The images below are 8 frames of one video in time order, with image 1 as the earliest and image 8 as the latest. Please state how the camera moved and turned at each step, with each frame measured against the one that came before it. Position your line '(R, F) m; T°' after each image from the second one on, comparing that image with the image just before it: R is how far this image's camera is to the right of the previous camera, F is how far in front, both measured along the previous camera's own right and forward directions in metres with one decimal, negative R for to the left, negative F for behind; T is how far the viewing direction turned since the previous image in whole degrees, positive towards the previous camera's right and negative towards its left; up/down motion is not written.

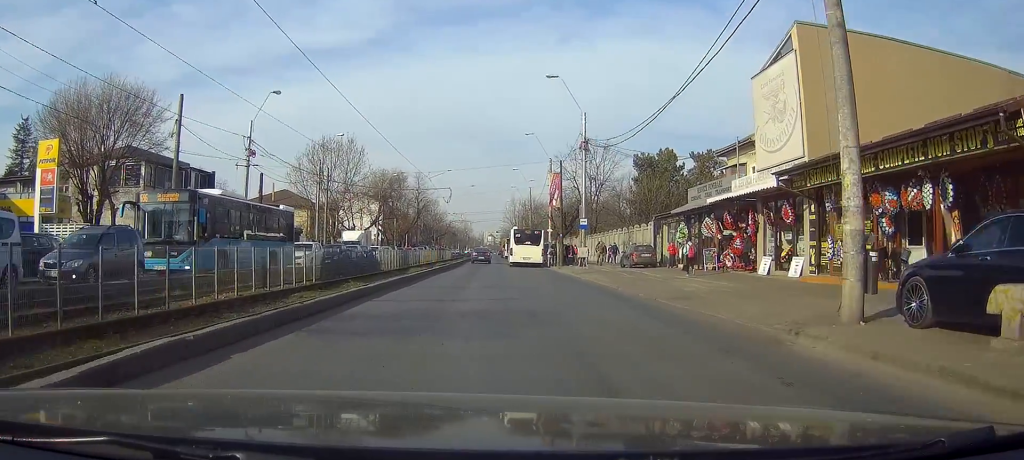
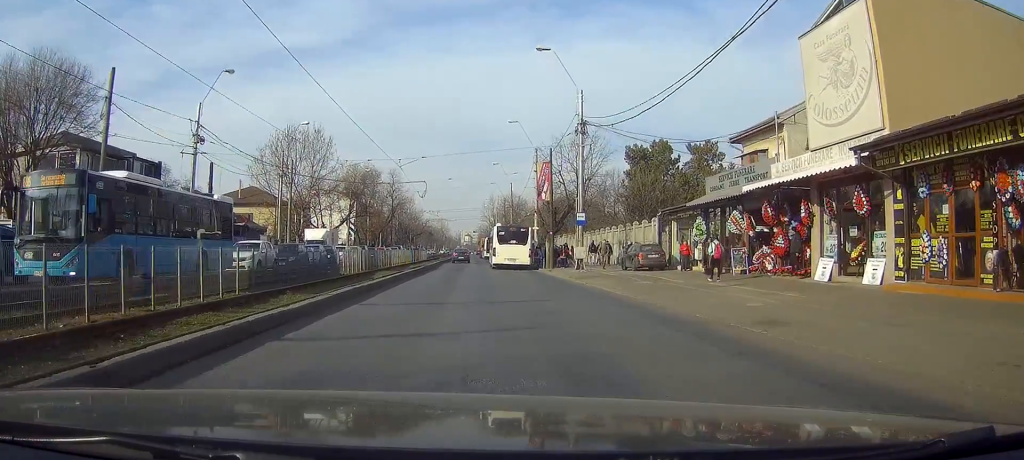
(+0.1, +5.7) m; +1°
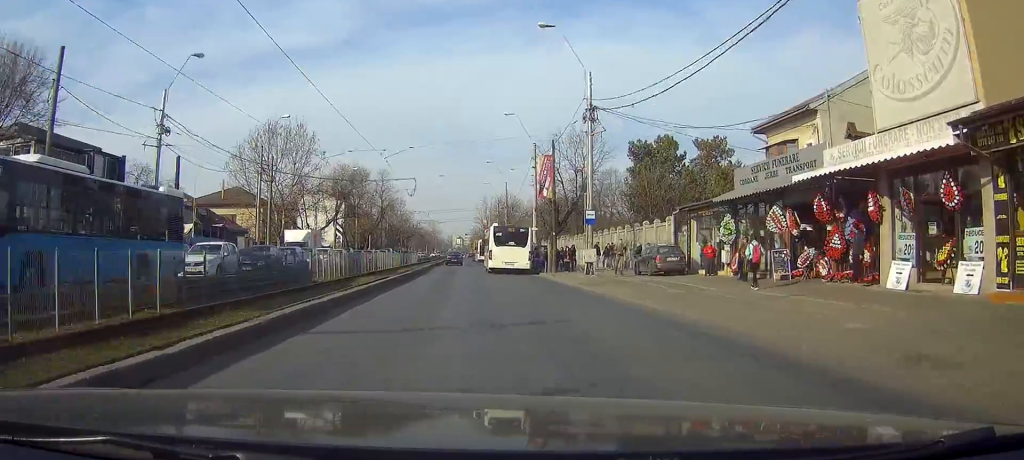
(-0.1, +4.2) m; 0°
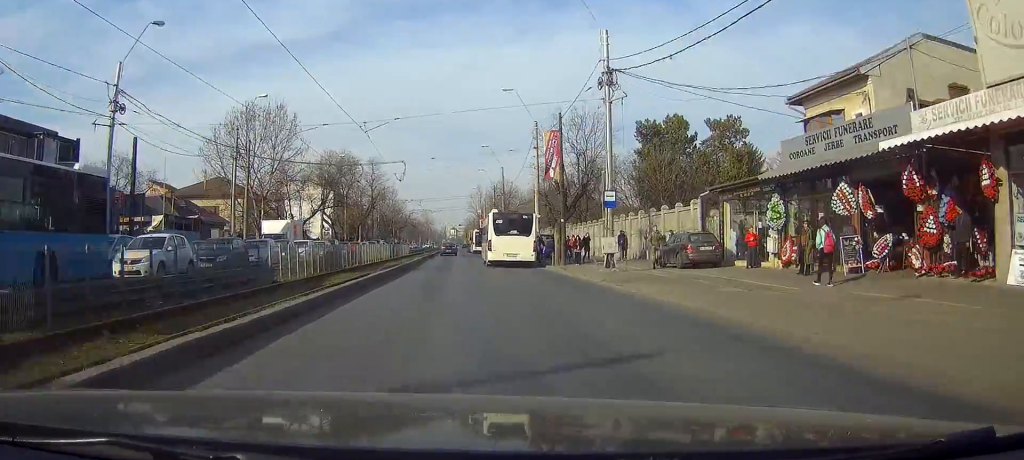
(0.0, +4.9) m; +1°
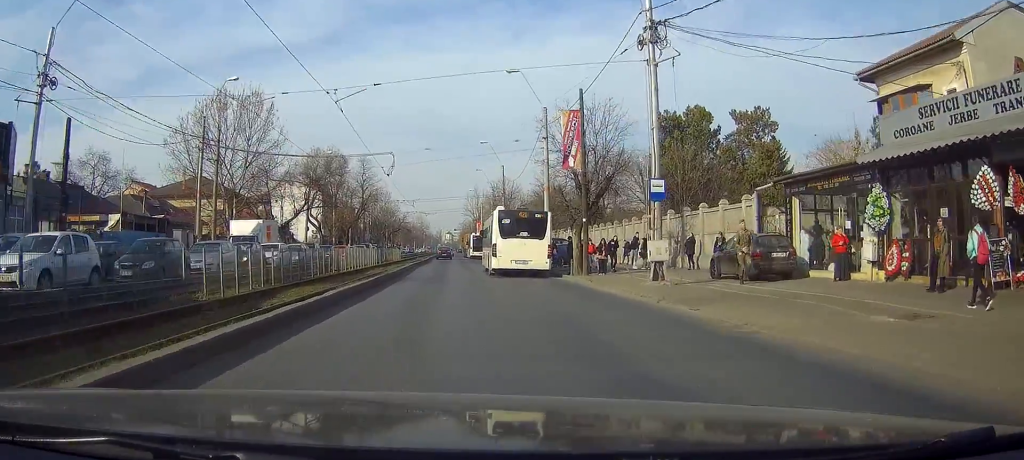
(+0.1, +6.8) m; +1°
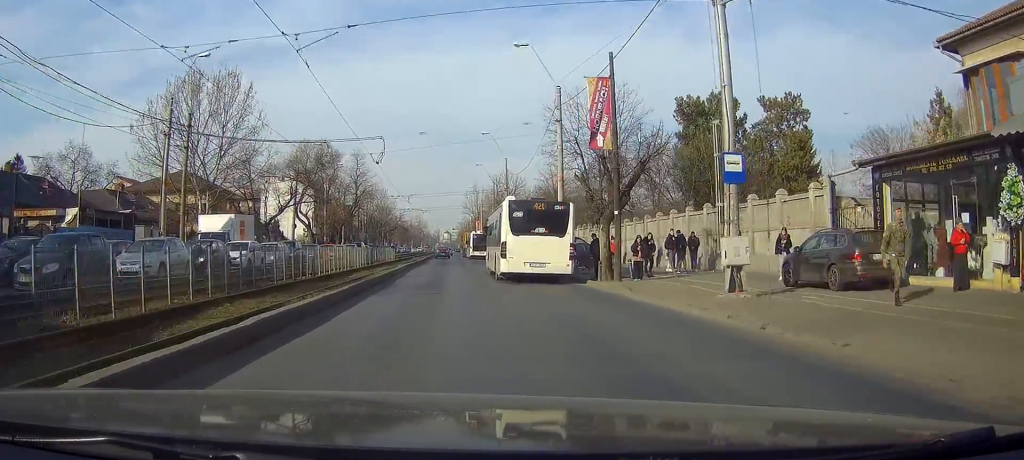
(0.0, +5.9) m; 0°
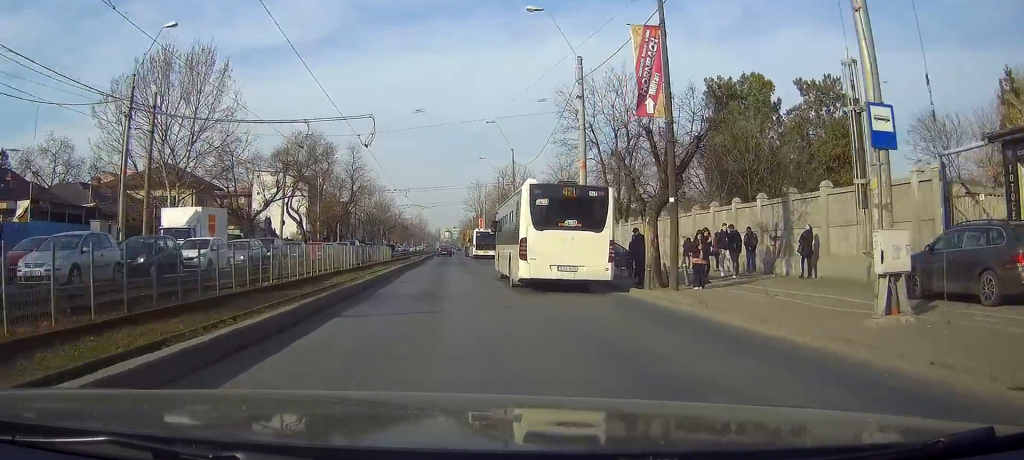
(0.0, +5.6) m; 0°
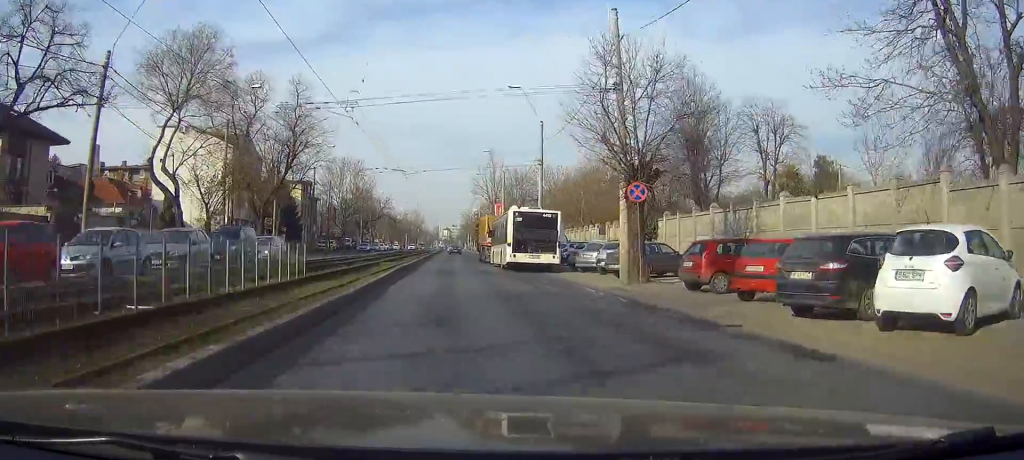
(-0.2, +37.9) m; 0°
